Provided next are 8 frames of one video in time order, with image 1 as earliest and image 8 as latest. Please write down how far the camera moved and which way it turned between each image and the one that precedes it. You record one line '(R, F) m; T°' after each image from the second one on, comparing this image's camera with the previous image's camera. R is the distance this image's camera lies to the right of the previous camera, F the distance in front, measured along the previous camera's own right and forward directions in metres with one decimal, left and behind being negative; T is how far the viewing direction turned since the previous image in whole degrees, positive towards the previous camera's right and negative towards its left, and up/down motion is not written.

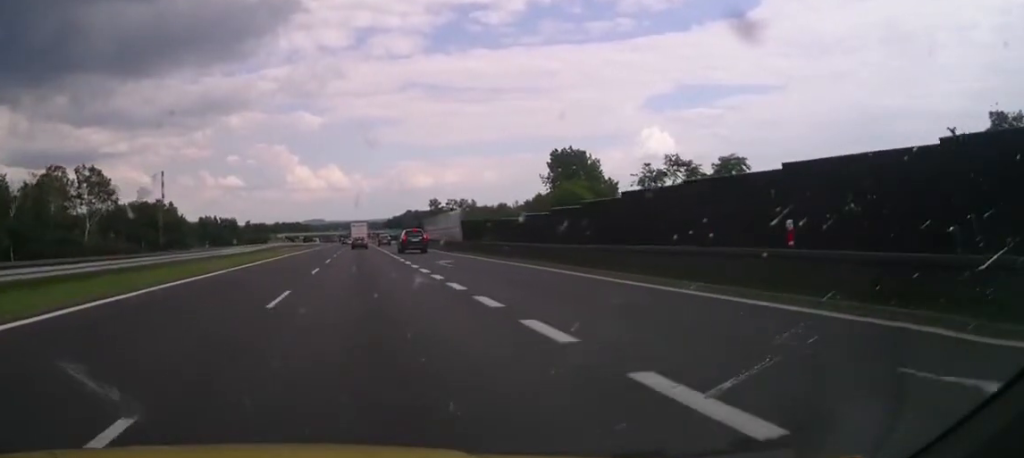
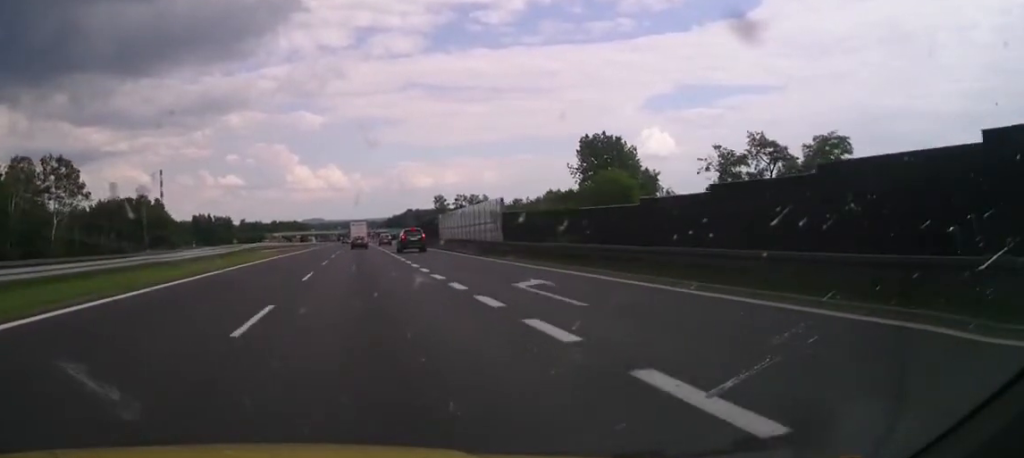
(0.0, +16.0) m; 0°
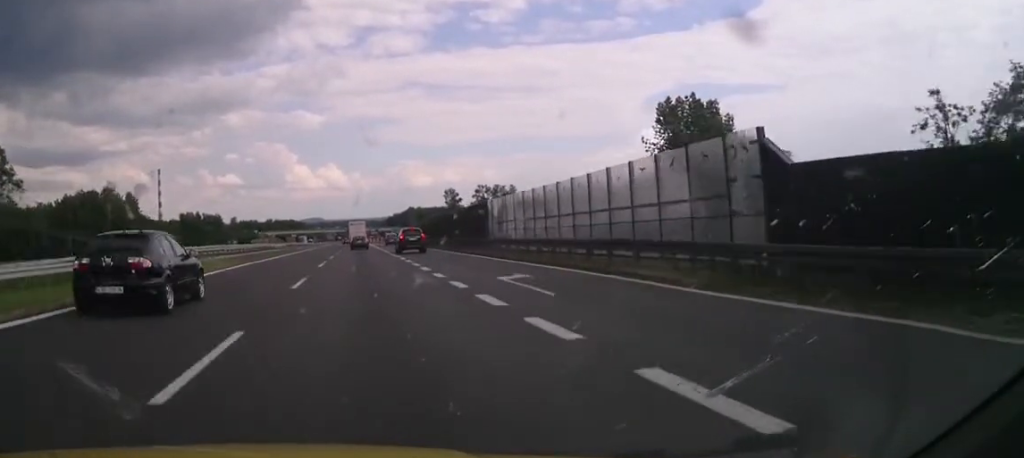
(+0.3, +28.1) m; +1°
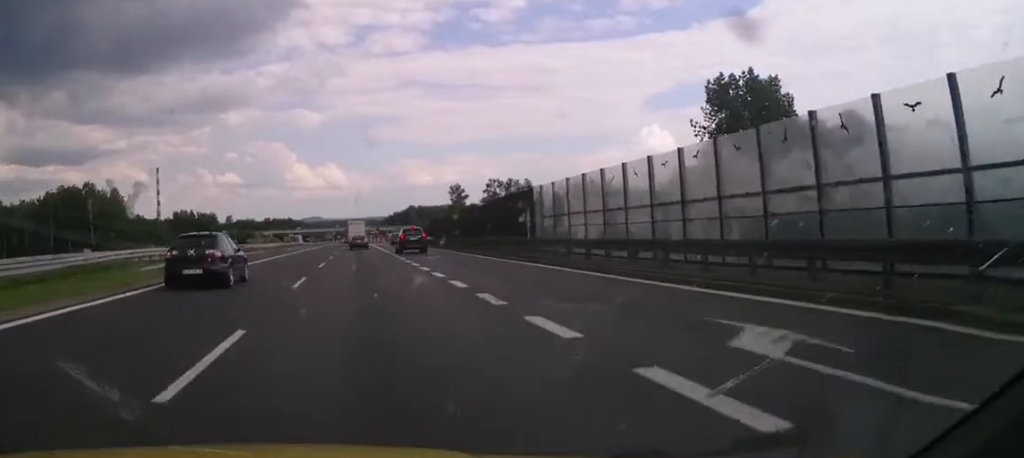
(+0.3, +12.1) m; 0°
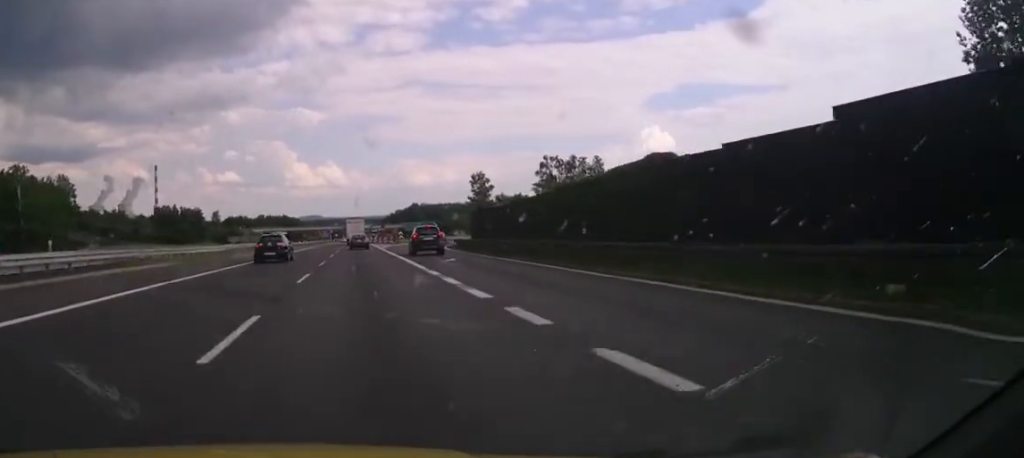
(-0.7, +35.1) m; -1°
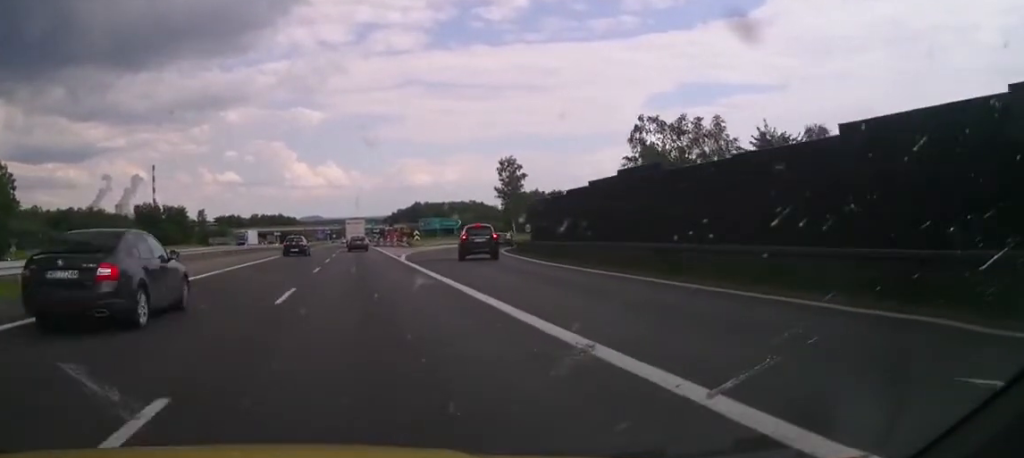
(+0.1, +30.0) m; +1°
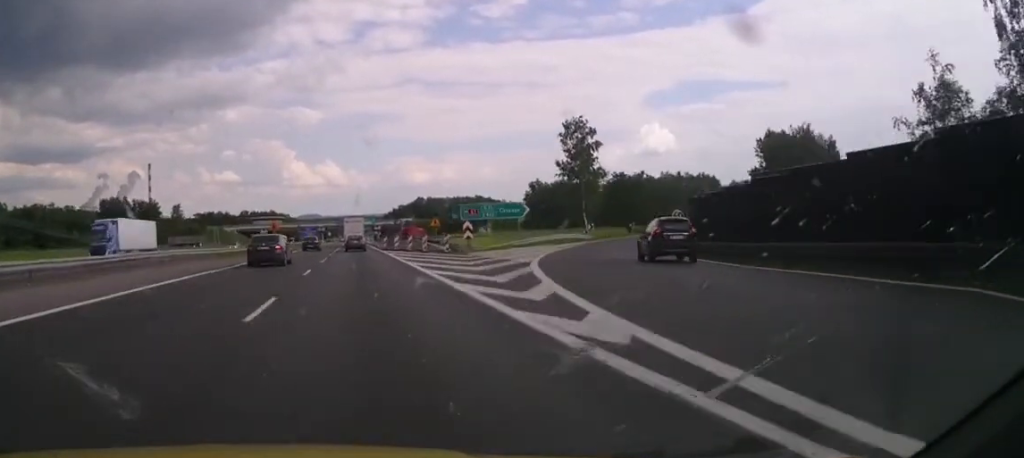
(+0.2, +39.4) m; 0°
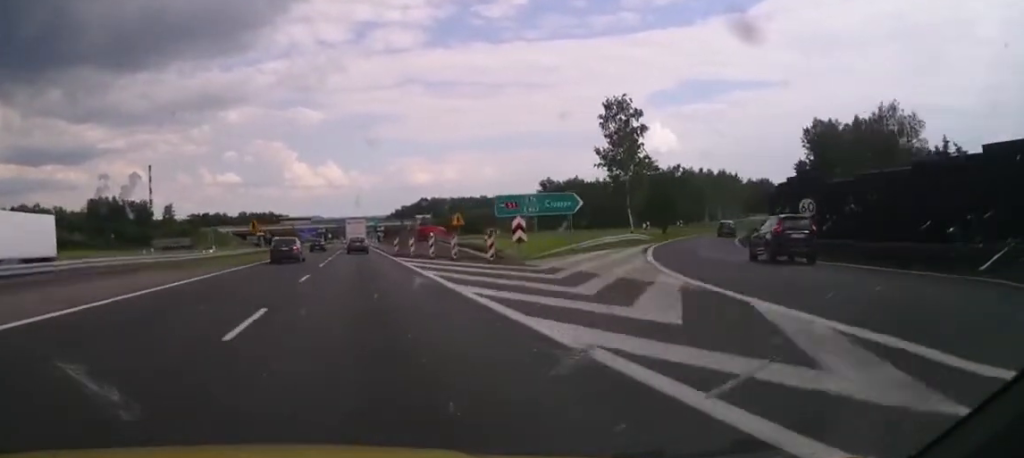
(-0.1, +13.9) m; 0°
